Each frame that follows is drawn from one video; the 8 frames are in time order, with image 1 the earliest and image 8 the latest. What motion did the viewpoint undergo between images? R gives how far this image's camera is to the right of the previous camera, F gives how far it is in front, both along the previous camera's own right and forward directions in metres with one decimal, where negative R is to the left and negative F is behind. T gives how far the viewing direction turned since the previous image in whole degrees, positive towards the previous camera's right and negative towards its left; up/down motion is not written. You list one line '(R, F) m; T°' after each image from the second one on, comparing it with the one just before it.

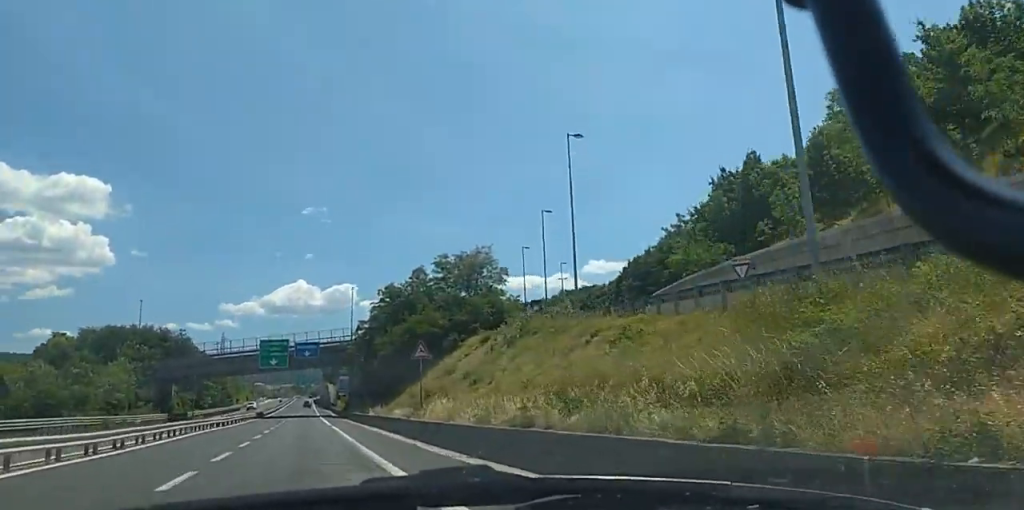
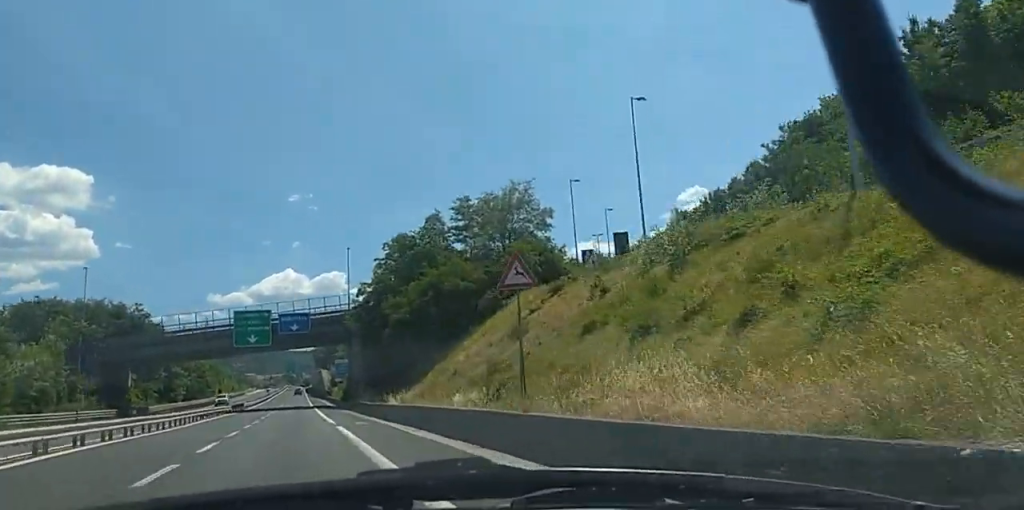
(+0.3, +22.4) m; 0°
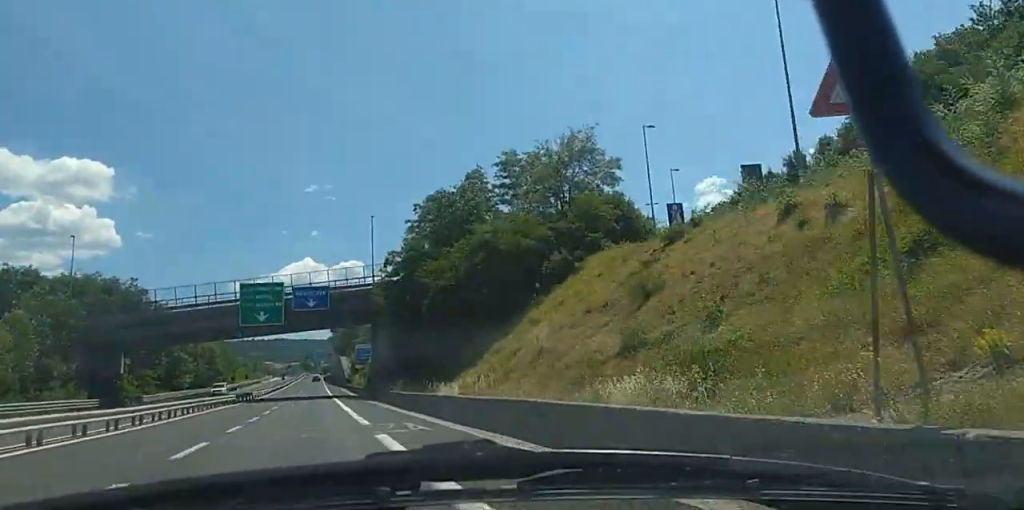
(-0.2, +13.7) m; 0°
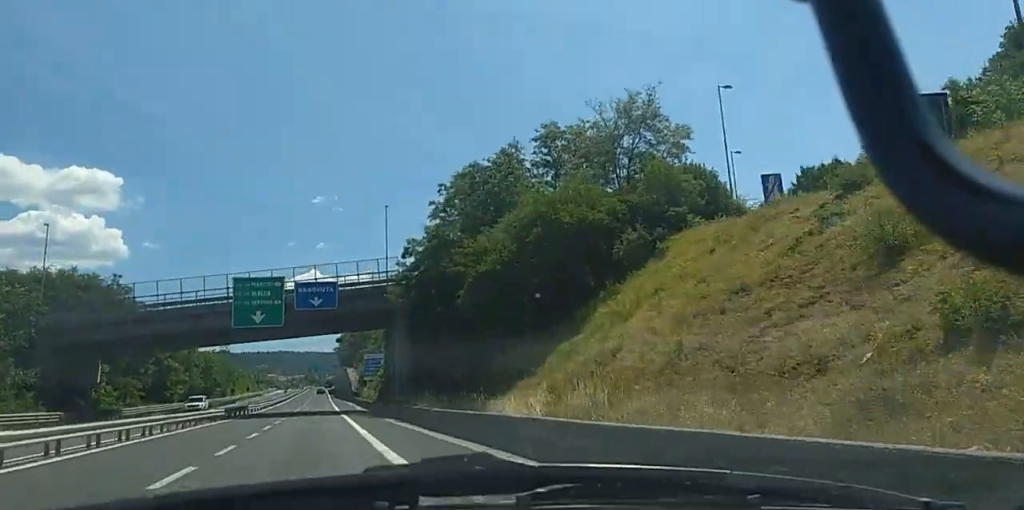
(-0.2, +10.8) m; 0°
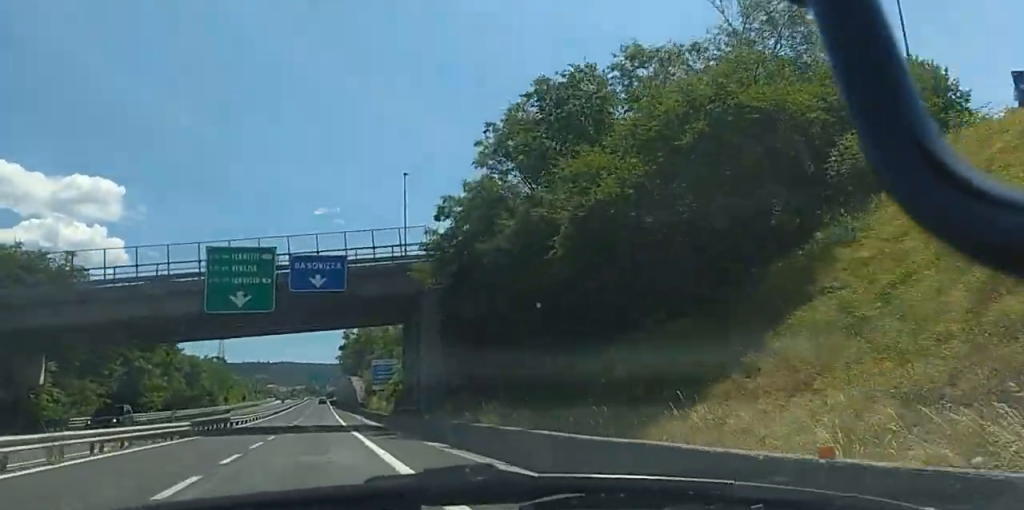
(+0.4, +15.7) m; -1°
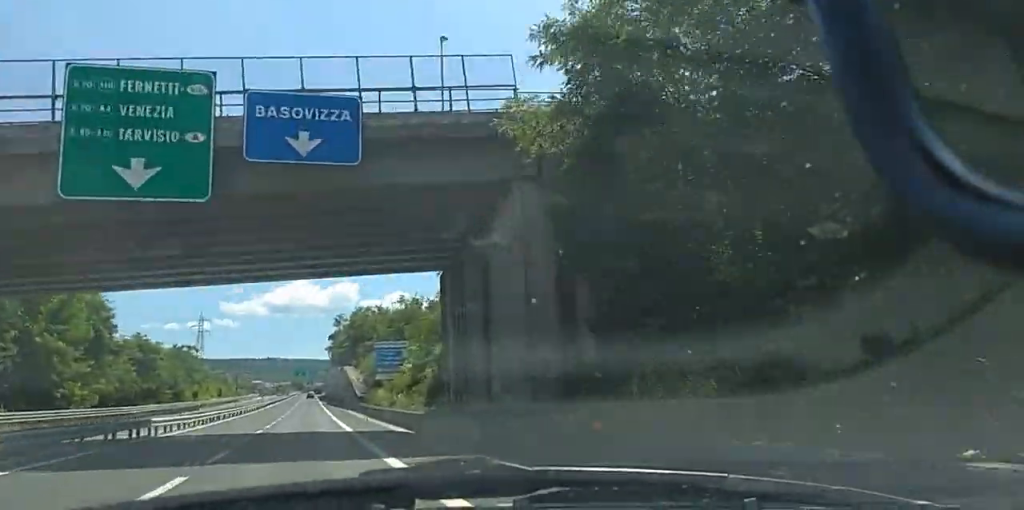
(-0.8, +23.4) m; -2°
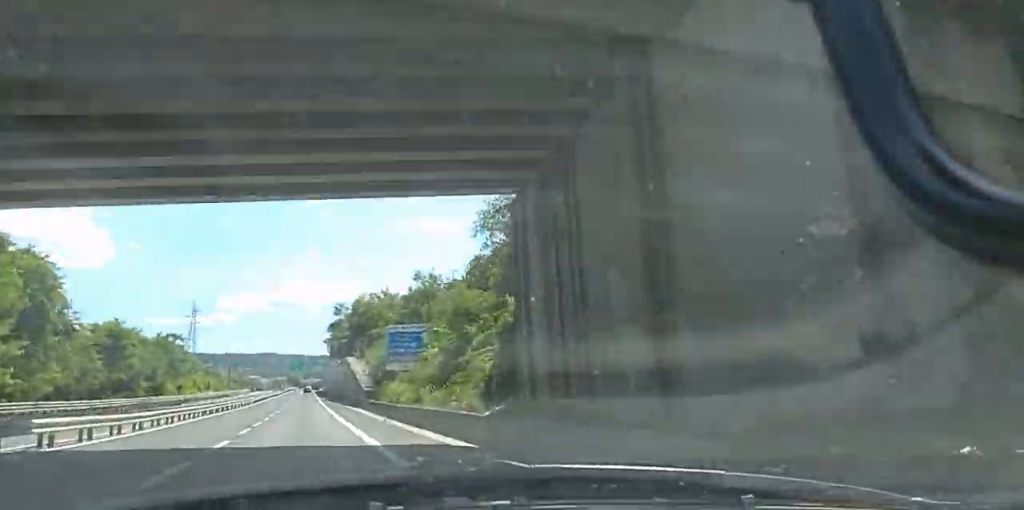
(+0.2, +14.2) m; +1°
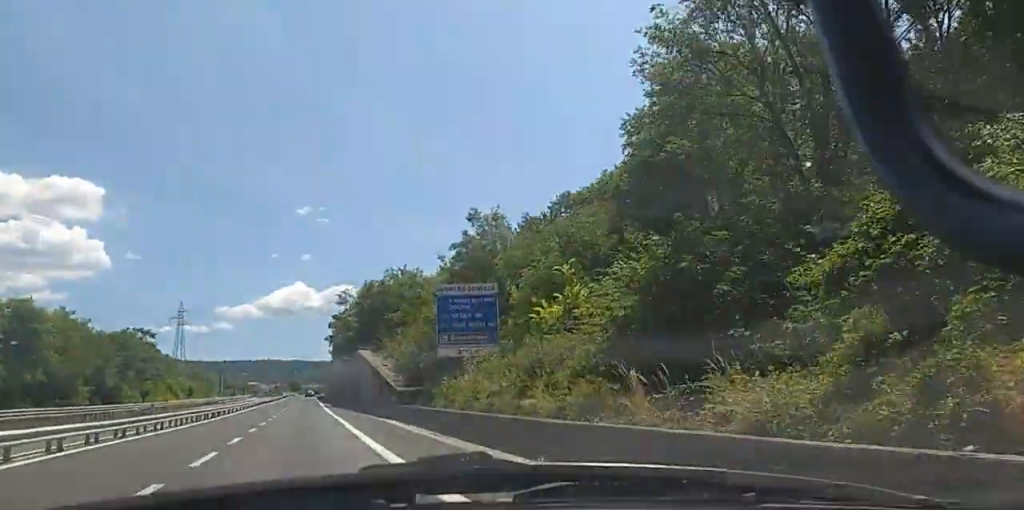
(+0.2, +26.3) m; -1°
